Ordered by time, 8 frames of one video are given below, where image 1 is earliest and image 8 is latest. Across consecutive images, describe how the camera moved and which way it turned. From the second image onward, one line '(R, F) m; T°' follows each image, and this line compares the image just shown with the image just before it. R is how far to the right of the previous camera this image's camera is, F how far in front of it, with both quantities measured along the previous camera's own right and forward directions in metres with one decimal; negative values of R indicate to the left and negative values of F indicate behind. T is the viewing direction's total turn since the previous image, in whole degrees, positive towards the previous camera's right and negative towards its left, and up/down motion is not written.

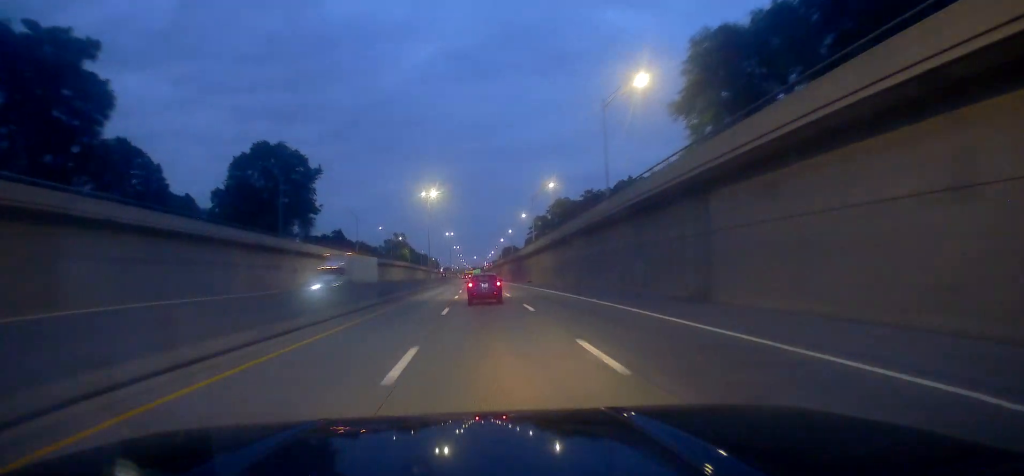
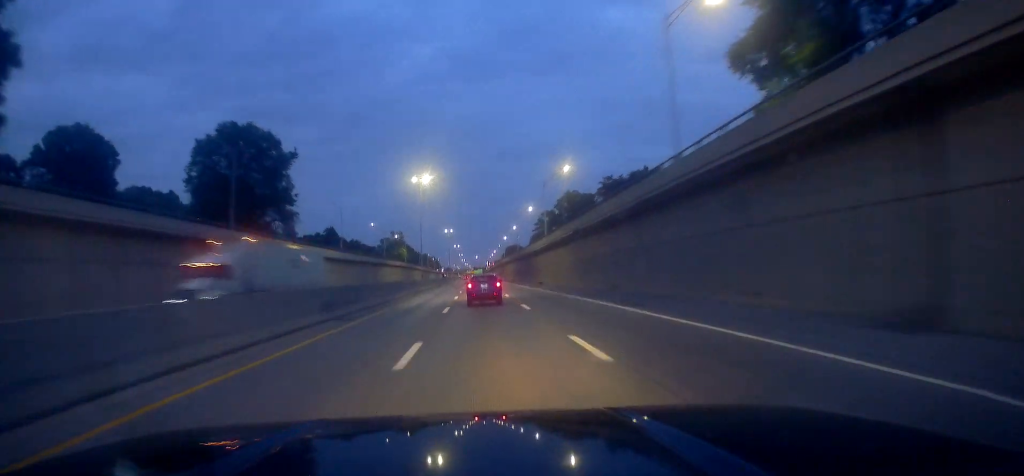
(+0.3, +14.0) m; 0°
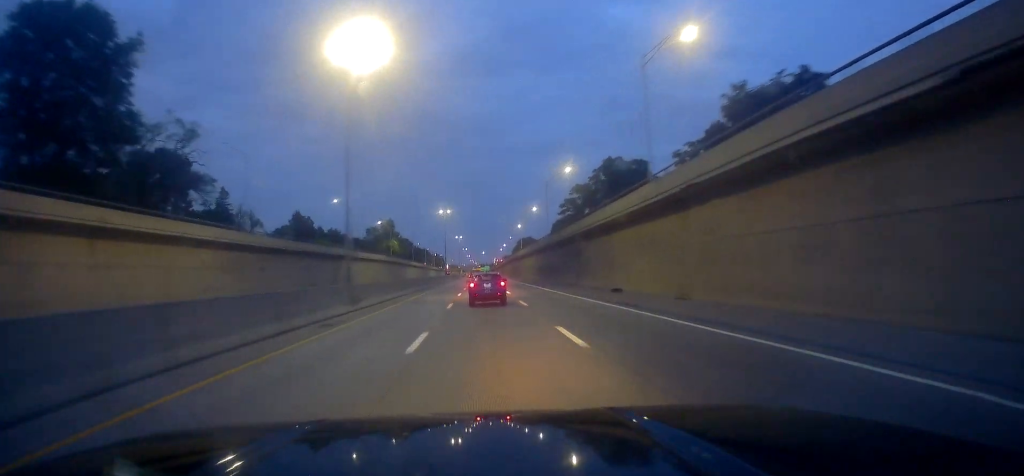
(-0.3, +43.2) m; -1°
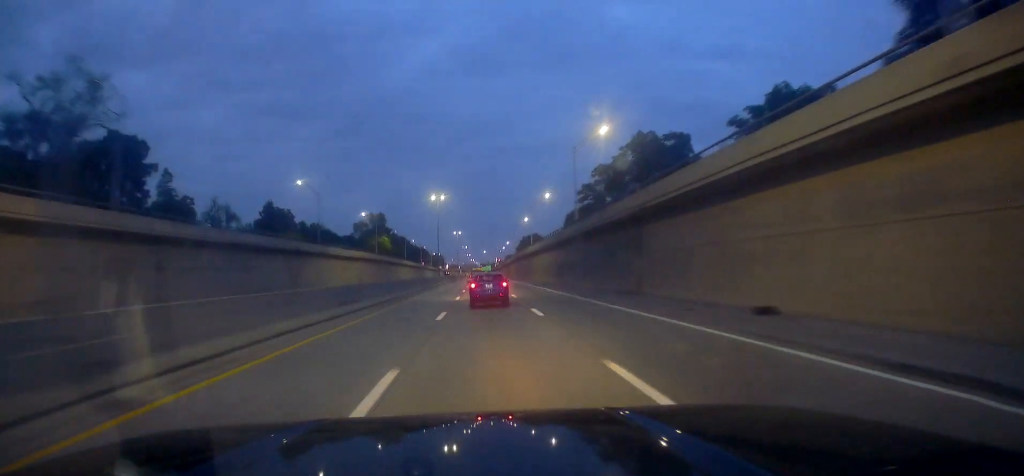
(0.0, +21.7) m; 0°
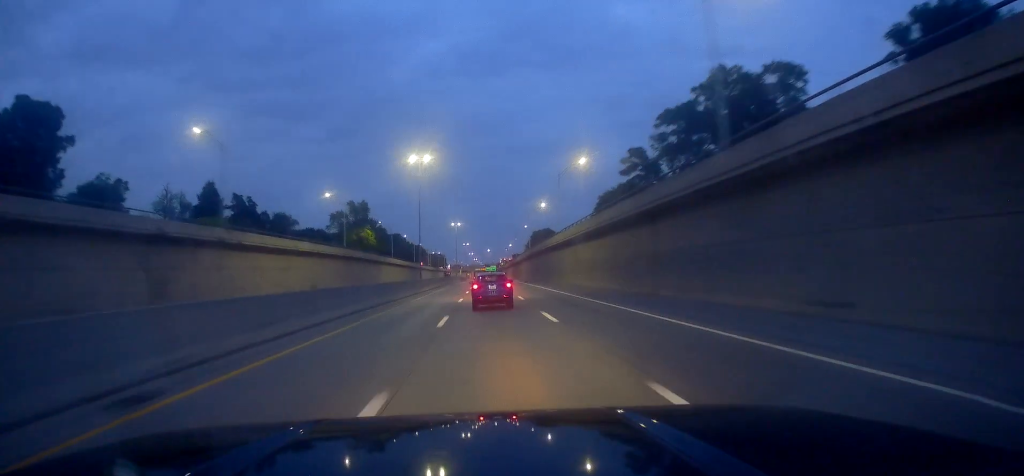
(0.0, +32.7) m; 0°
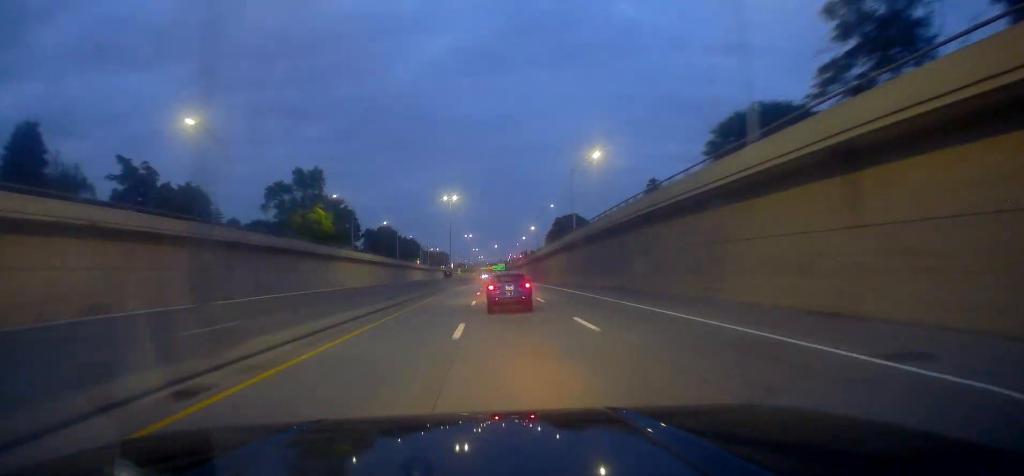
(+0.4, +49.0) m; 0°
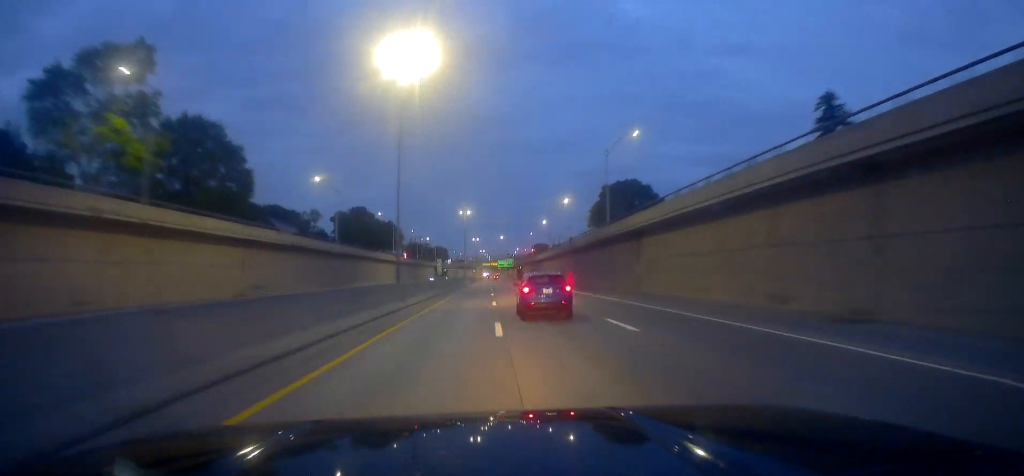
(-1.7, +60.9) m; -1°
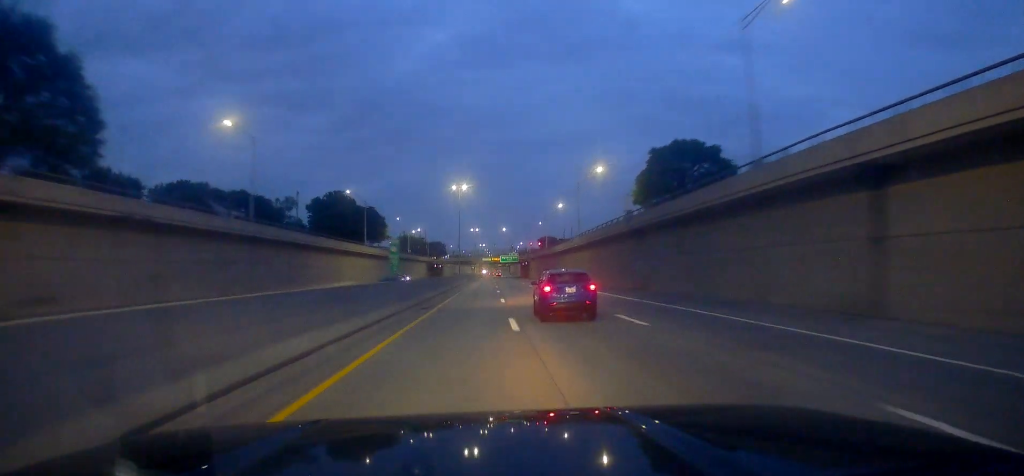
(+0.8, +29.6) m; 0°
